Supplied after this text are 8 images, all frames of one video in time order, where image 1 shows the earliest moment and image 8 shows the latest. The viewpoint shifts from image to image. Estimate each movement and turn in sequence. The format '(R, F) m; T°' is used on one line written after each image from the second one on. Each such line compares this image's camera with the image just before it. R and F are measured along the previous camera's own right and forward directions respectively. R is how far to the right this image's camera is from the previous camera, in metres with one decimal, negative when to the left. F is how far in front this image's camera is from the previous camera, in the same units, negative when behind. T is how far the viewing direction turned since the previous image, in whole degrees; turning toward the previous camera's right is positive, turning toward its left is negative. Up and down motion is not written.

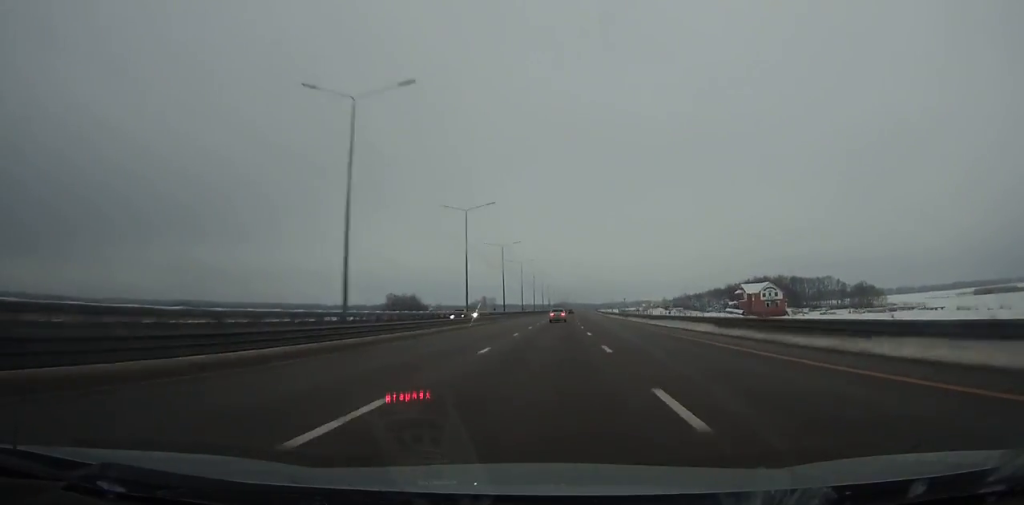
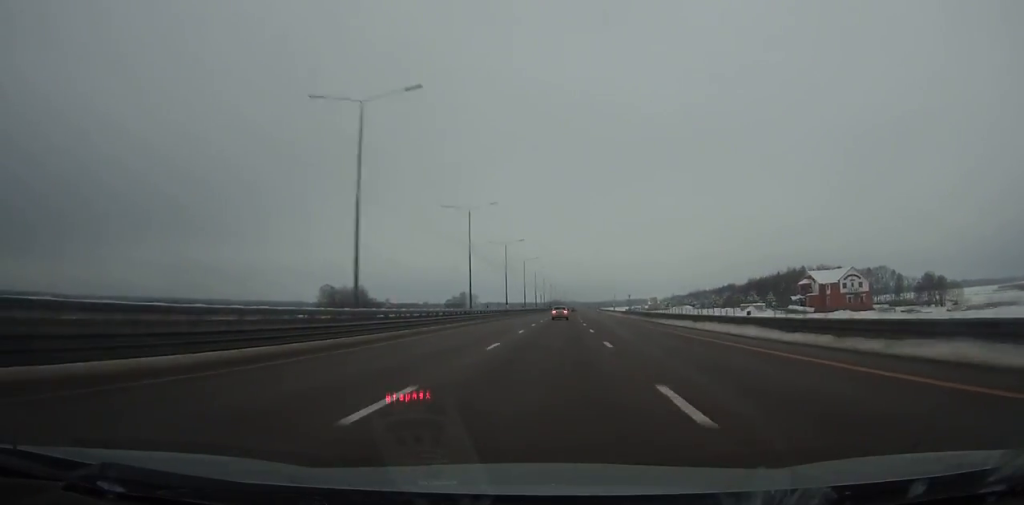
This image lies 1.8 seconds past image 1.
(0.0, +57.1) m; +1°
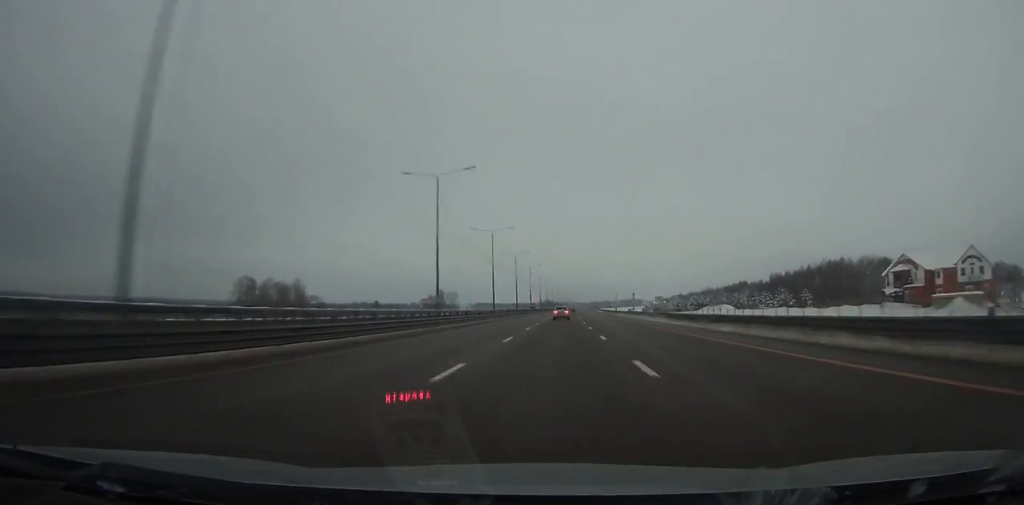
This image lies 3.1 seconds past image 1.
(+0.6, +41.8) m; +1°
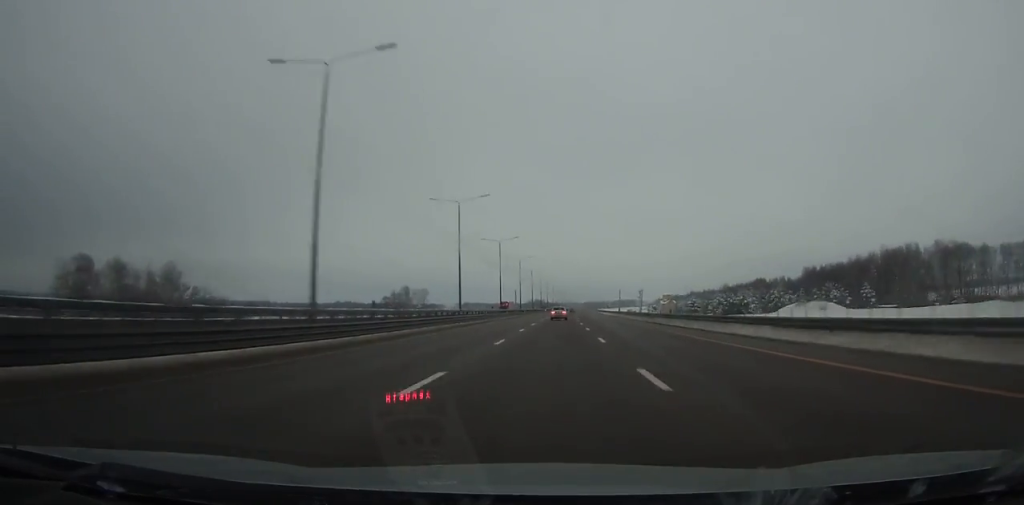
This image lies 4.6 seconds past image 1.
(+0.1, +48.3) m; +1°
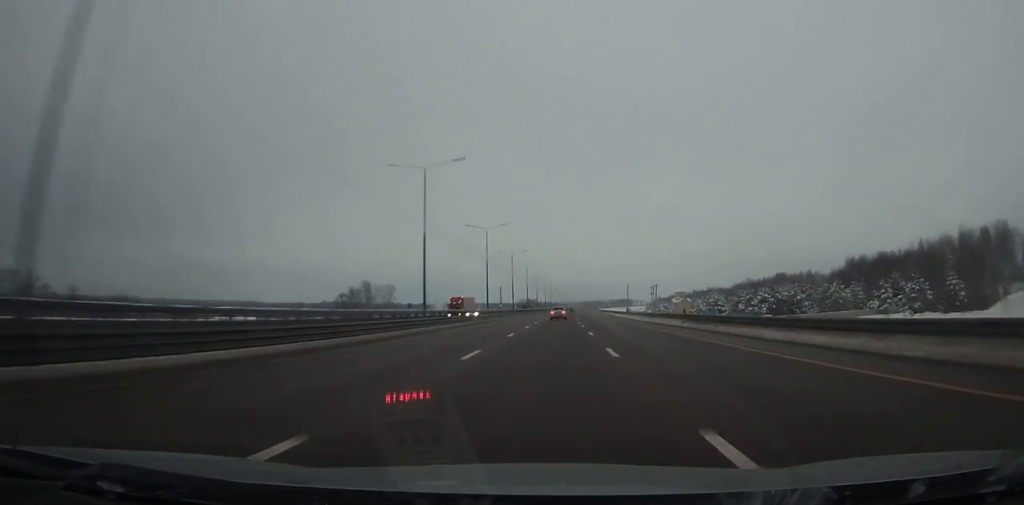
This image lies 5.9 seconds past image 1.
(+0.5, +42.2) m; +1°
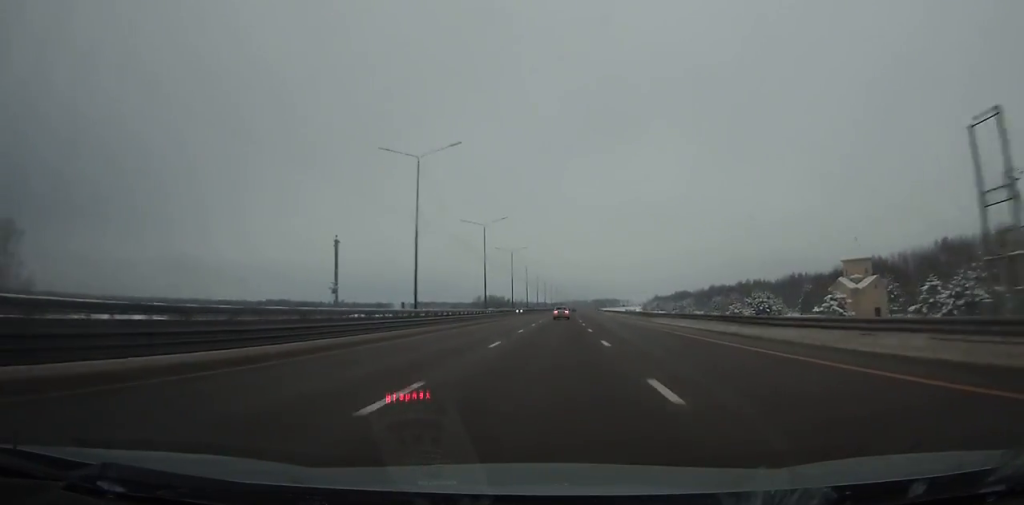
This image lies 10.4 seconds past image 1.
(+2.4, +147.5) m; +2°
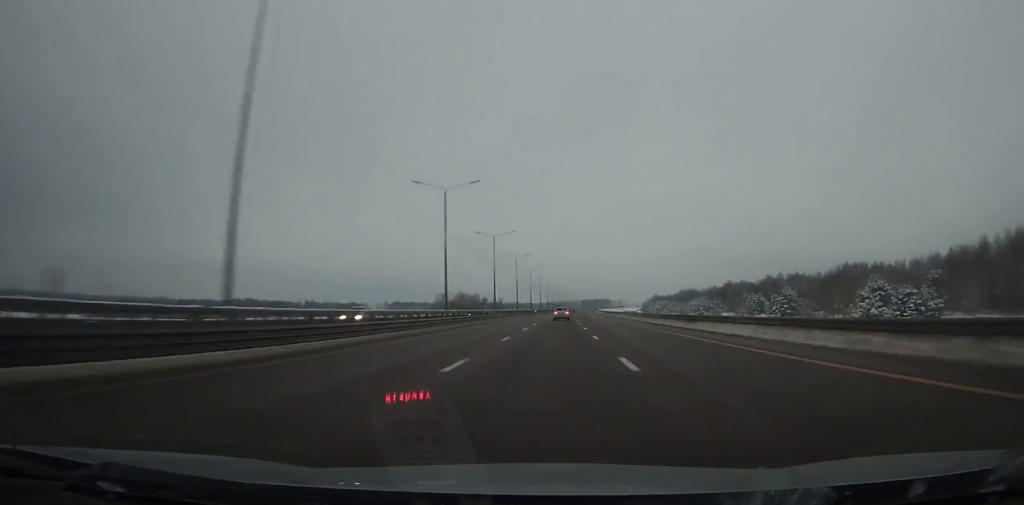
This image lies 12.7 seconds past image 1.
(+0.8, +76.2) m; +1°
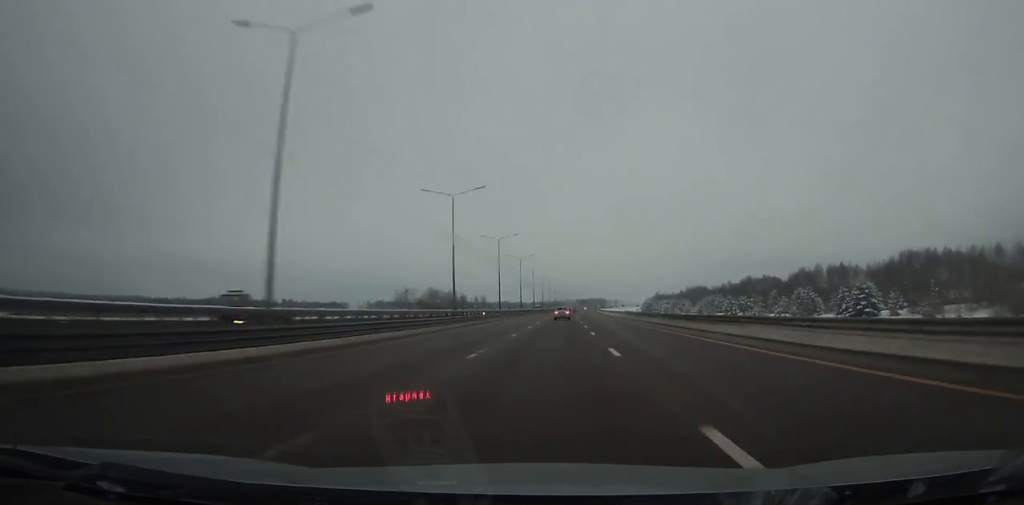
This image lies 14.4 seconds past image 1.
(+0.3, +56.6) m; +1°
